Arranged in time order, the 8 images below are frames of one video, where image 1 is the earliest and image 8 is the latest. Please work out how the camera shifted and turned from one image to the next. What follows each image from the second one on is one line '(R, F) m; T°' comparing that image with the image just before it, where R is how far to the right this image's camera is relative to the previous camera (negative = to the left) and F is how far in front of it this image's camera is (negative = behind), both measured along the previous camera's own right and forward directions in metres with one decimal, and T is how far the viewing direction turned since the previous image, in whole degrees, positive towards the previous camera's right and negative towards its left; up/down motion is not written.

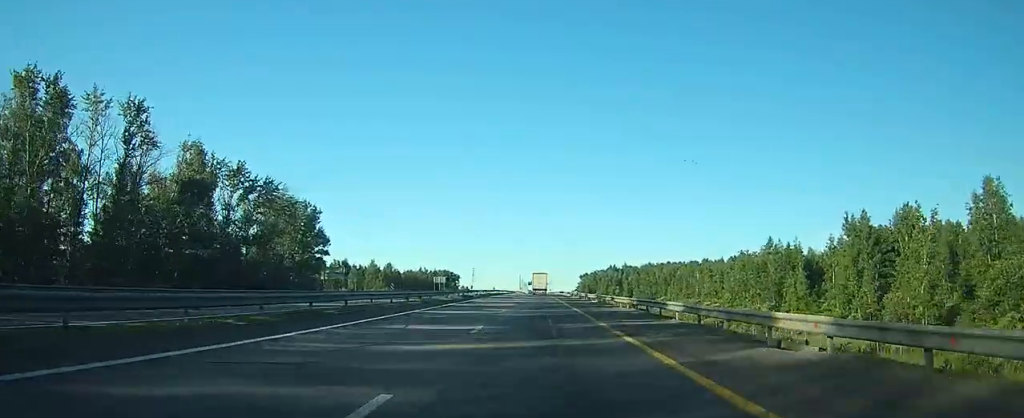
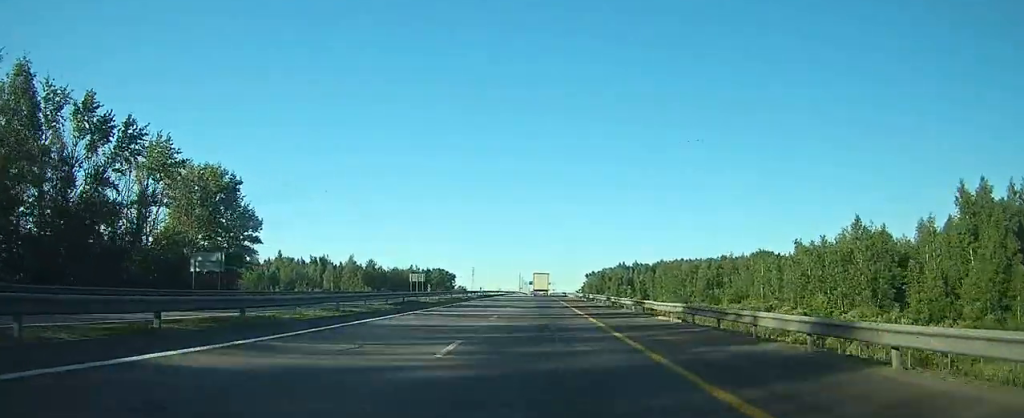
(+0.1, +29.0) m; 0°
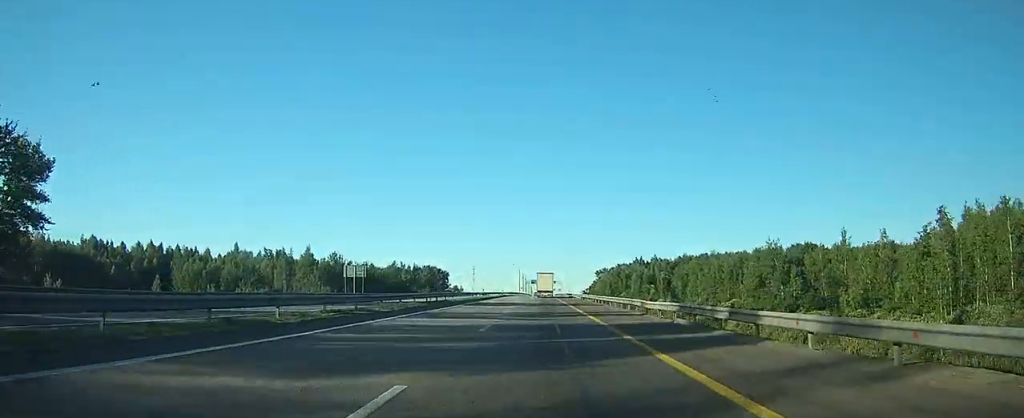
(+0.2, +42.3) m; 0°
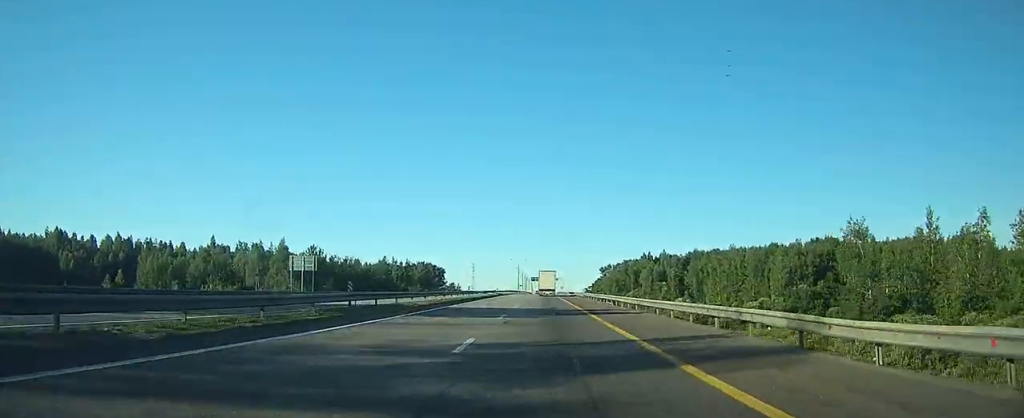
(-0.1, +17.5) m; 0°
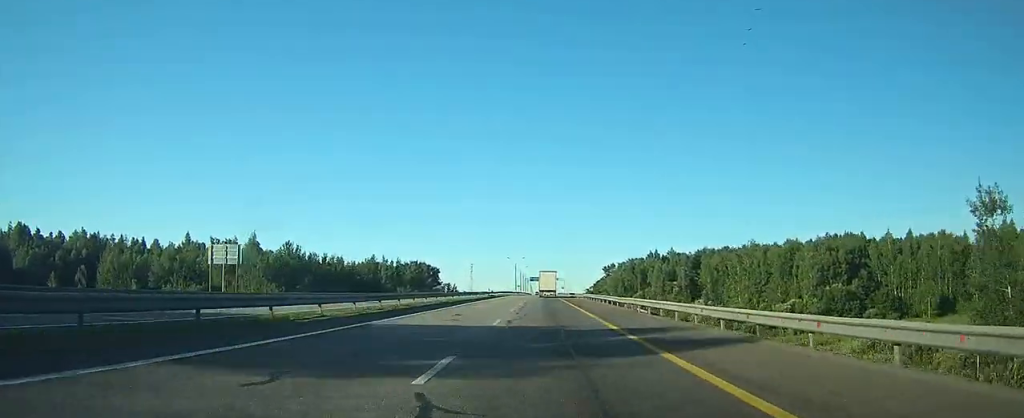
(-0.1, +15.7) m; 0°
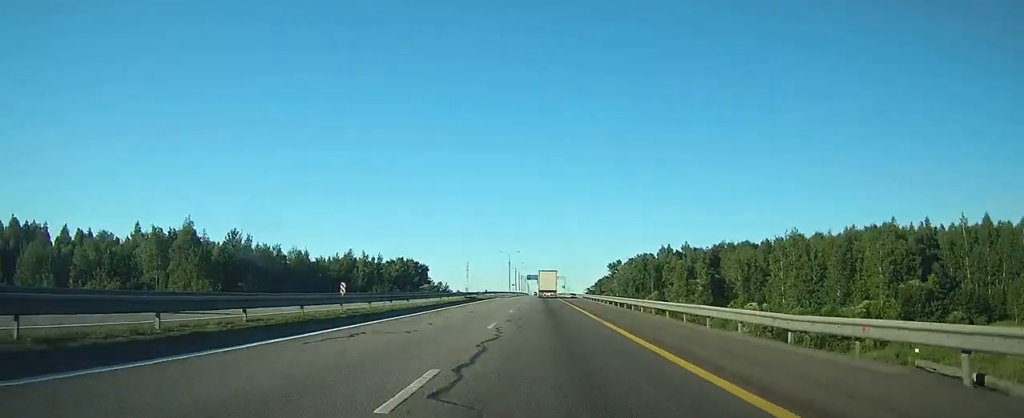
(0.0, +25.7) m; 0°
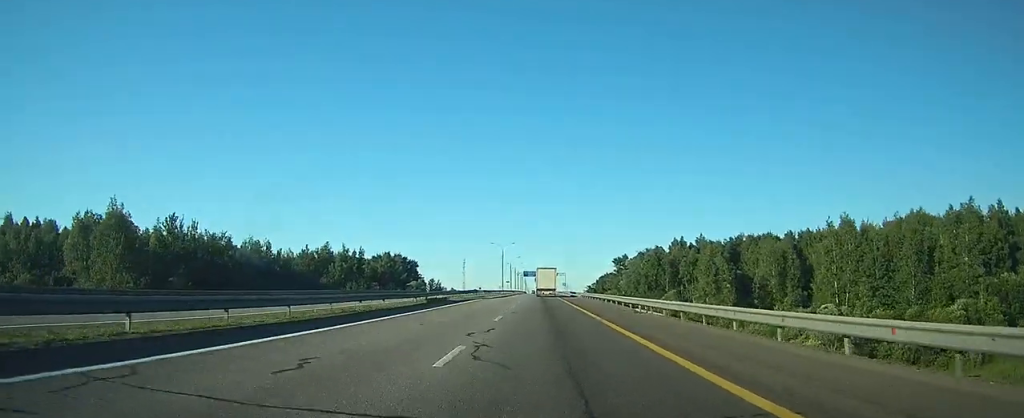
(0.0, +21.1) m; 0°
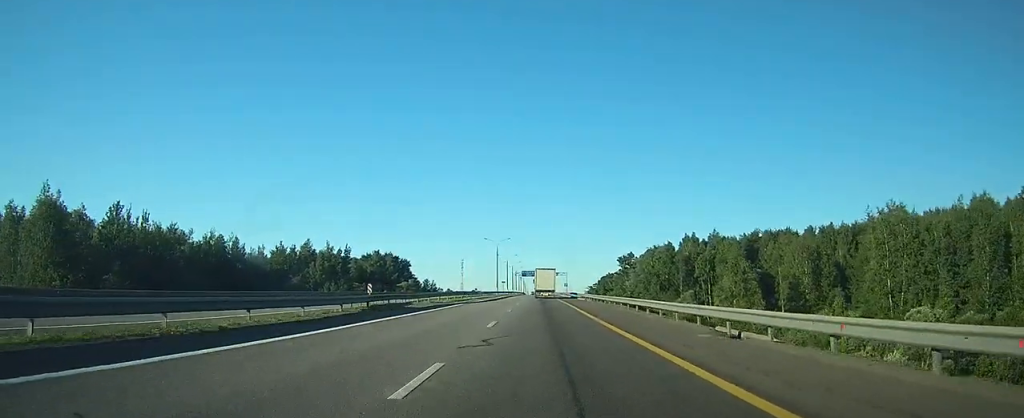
(0.0, +14.6) m; 0°
